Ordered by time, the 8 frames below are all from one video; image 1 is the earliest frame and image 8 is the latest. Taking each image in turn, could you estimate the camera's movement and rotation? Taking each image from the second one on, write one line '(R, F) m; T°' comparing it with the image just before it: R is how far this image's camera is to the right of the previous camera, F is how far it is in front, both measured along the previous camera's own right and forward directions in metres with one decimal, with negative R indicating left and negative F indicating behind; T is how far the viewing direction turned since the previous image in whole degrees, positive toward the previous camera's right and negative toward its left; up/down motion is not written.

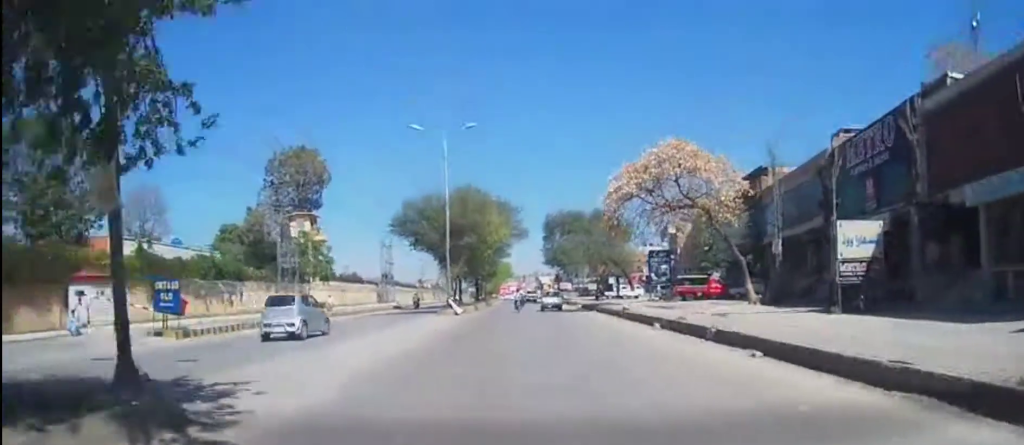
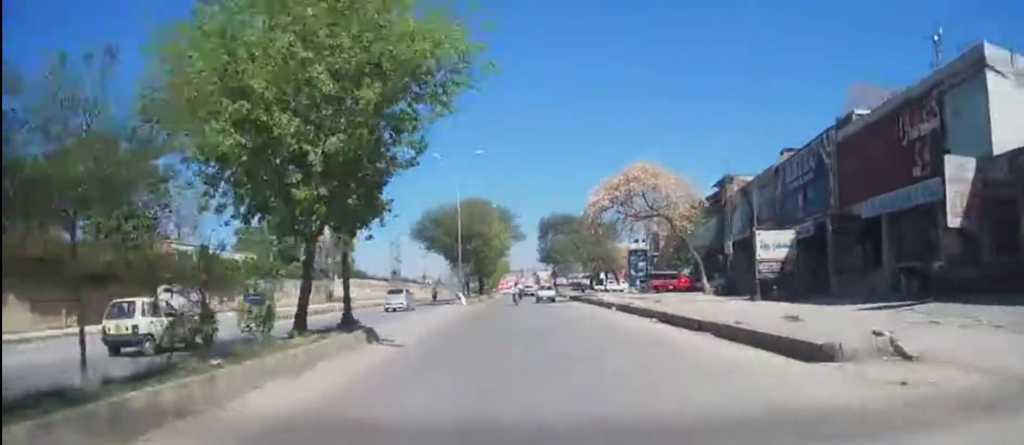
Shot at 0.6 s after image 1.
(-0.1, +9.4) m; 0°
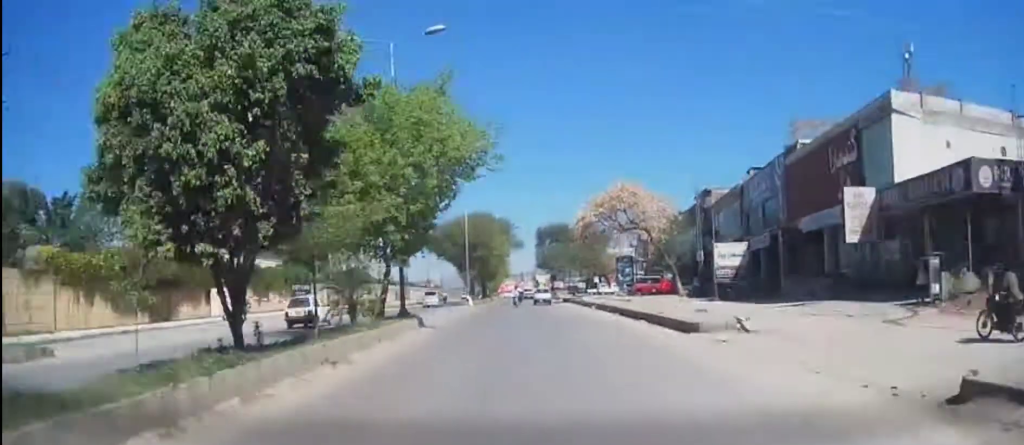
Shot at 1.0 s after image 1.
(+0.1, +7.9) m; 0°
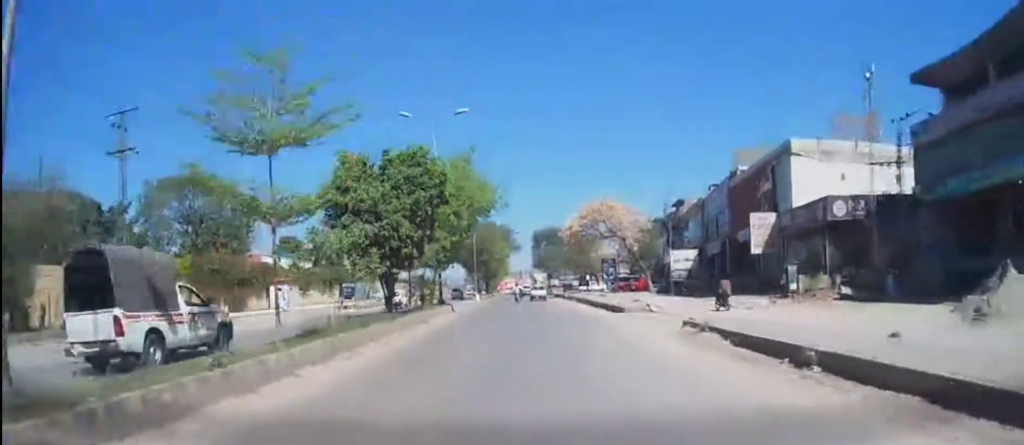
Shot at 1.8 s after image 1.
(+0.1, +11.8) m; 0°
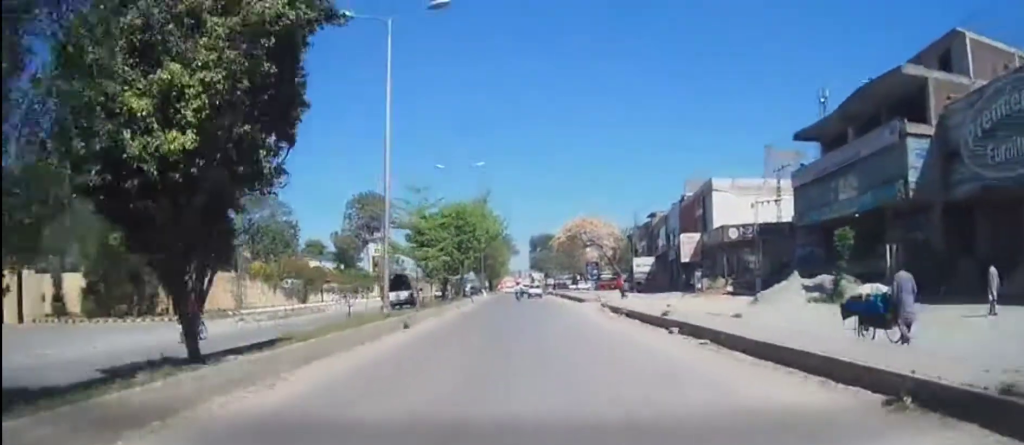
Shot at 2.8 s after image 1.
(-0.2, +16.7) m; -1°
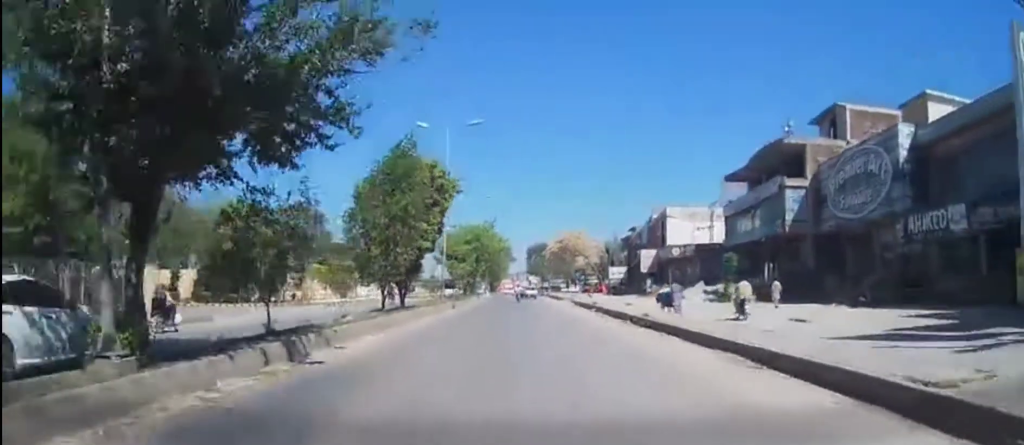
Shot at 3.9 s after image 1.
(-0.1, +17.0) m; +2°
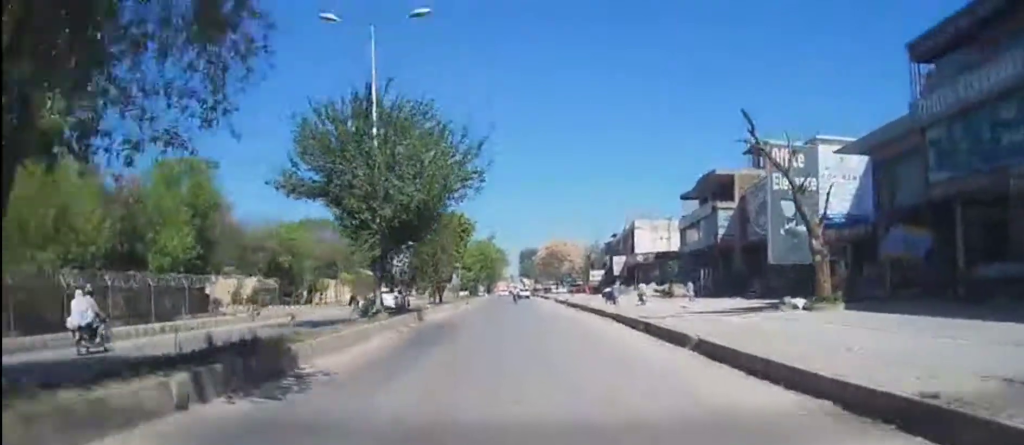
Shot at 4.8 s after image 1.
(+0.5, +14.9) m; +1°
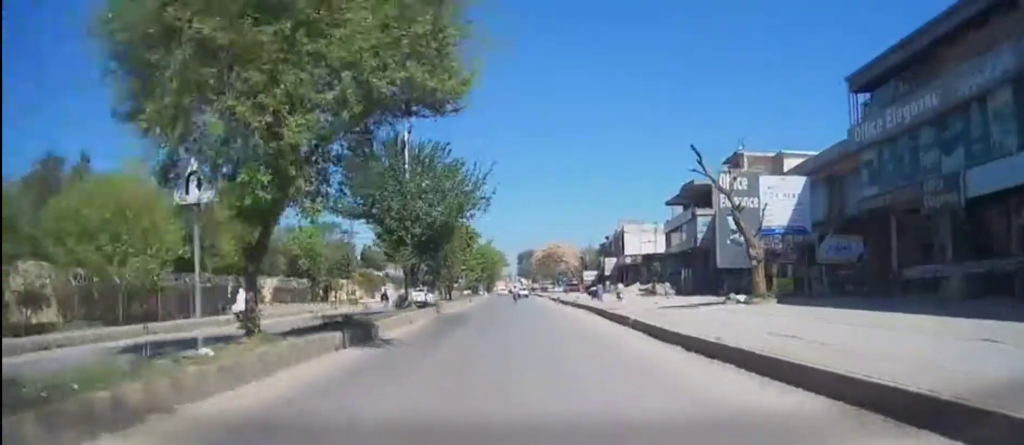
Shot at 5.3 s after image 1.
(-0.2, +6.7) m; 0°
